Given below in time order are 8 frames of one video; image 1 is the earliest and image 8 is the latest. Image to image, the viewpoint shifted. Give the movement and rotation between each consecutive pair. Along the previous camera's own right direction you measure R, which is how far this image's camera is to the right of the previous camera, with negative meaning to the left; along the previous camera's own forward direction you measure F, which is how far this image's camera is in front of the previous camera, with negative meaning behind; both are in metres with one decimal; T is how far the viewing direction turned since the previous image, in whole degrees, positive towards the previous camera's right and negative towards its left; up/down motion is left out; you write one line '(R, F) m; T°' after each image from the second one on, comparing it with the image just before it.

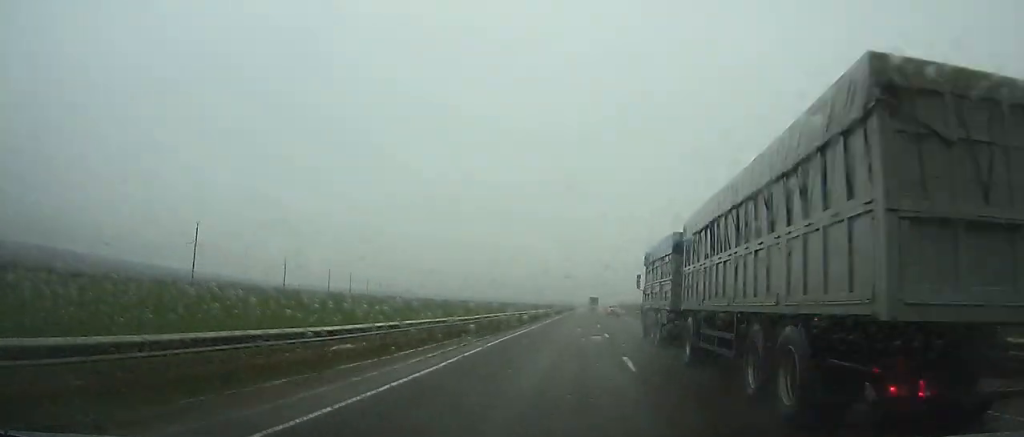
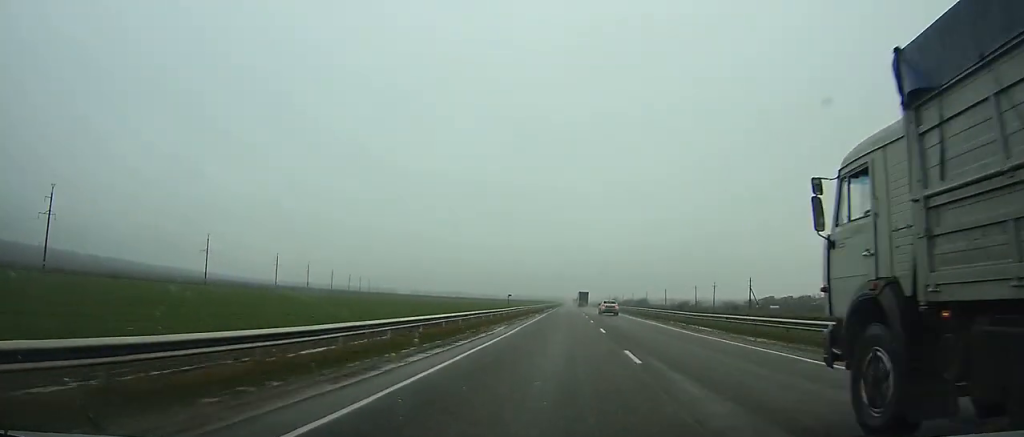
(+0.5, +55.9) m; +1°
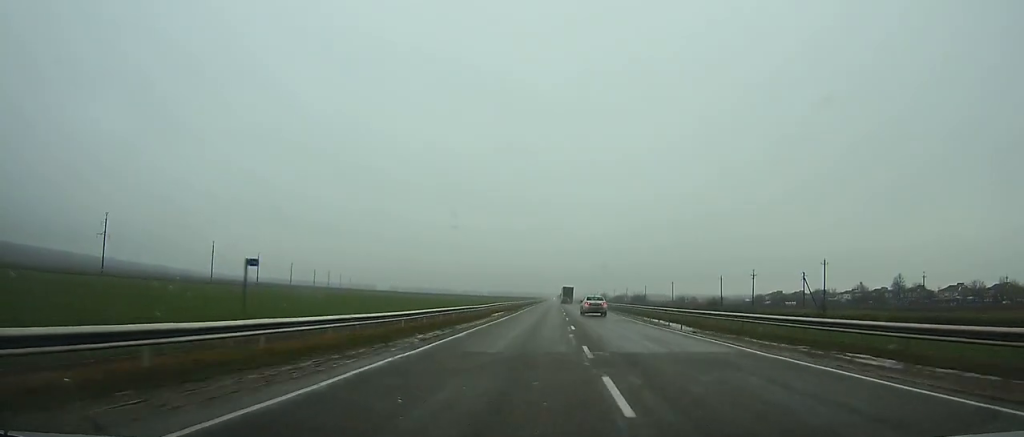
(+0.5, +49.9) m; +1°
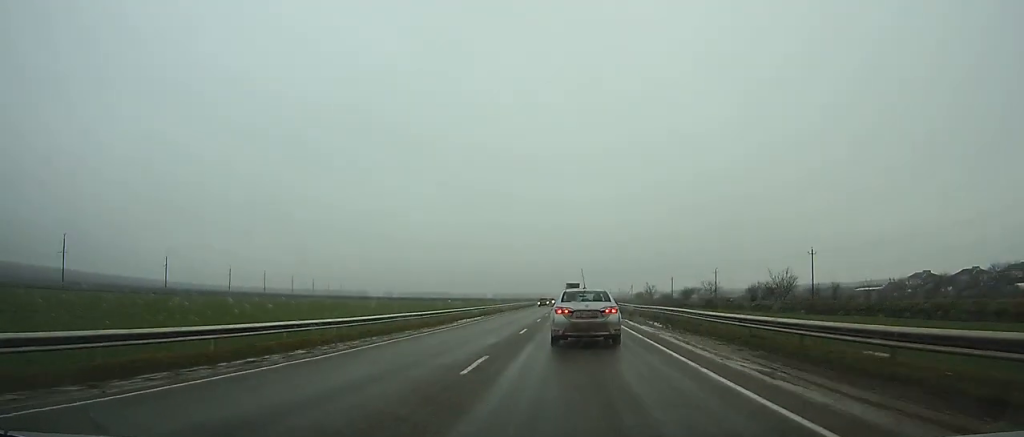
(+0.5, +179.4) m; -1°
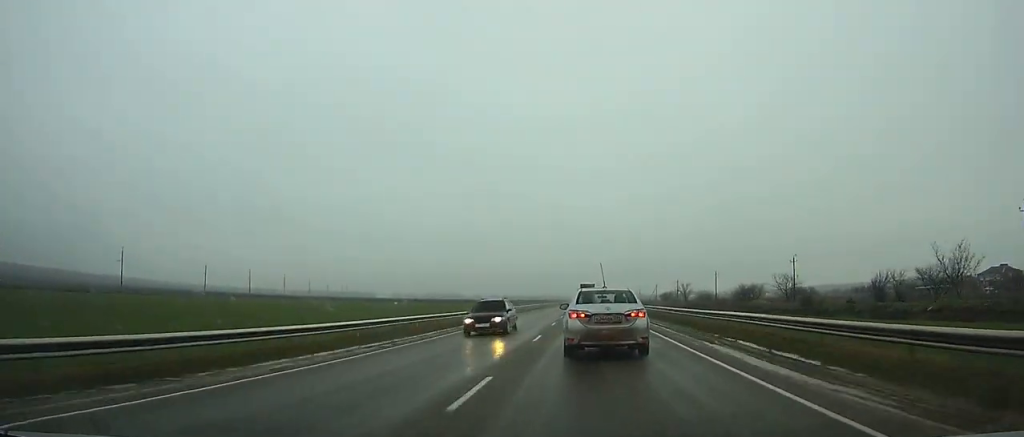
(-0.6, +52.3) m; -1°
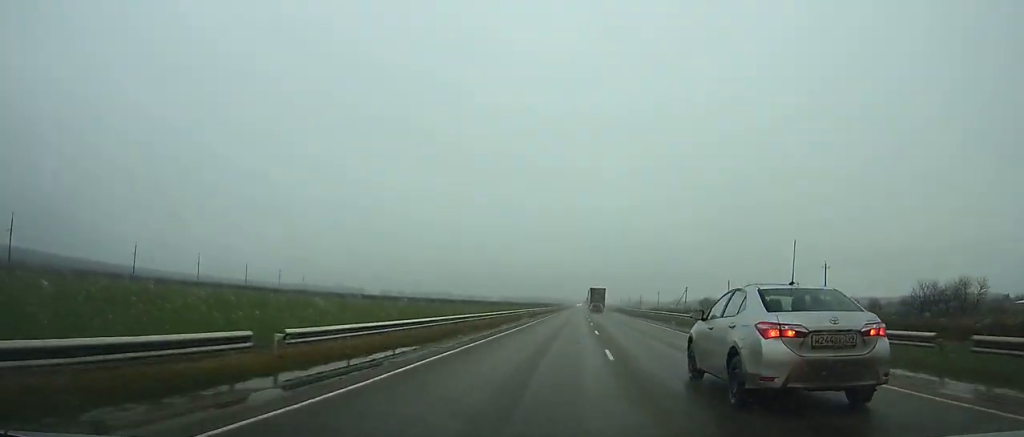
(-0.3, +76.9) m; 0°
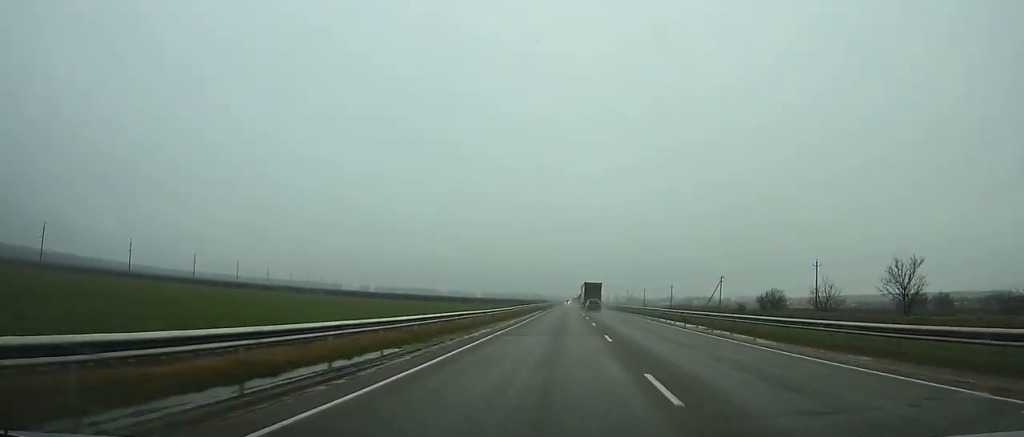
(+0.4, +60.1) m; +1°
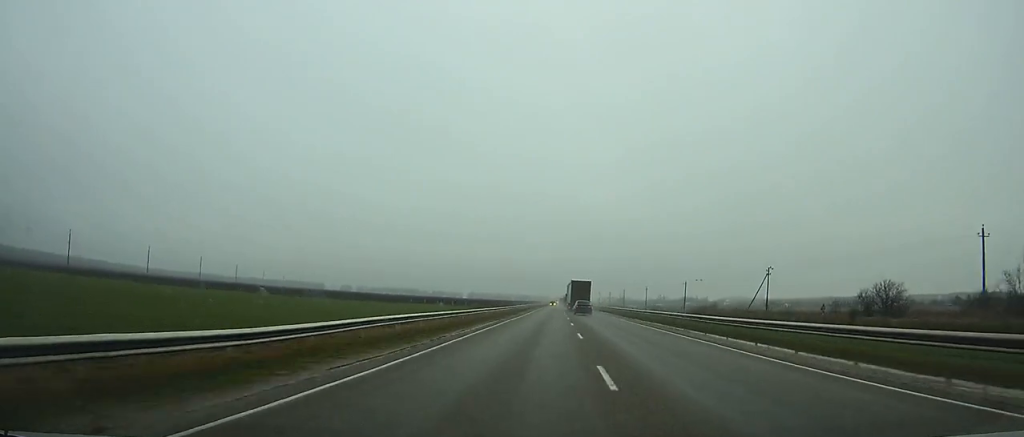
(+0.1, +41.3) m; 0°
